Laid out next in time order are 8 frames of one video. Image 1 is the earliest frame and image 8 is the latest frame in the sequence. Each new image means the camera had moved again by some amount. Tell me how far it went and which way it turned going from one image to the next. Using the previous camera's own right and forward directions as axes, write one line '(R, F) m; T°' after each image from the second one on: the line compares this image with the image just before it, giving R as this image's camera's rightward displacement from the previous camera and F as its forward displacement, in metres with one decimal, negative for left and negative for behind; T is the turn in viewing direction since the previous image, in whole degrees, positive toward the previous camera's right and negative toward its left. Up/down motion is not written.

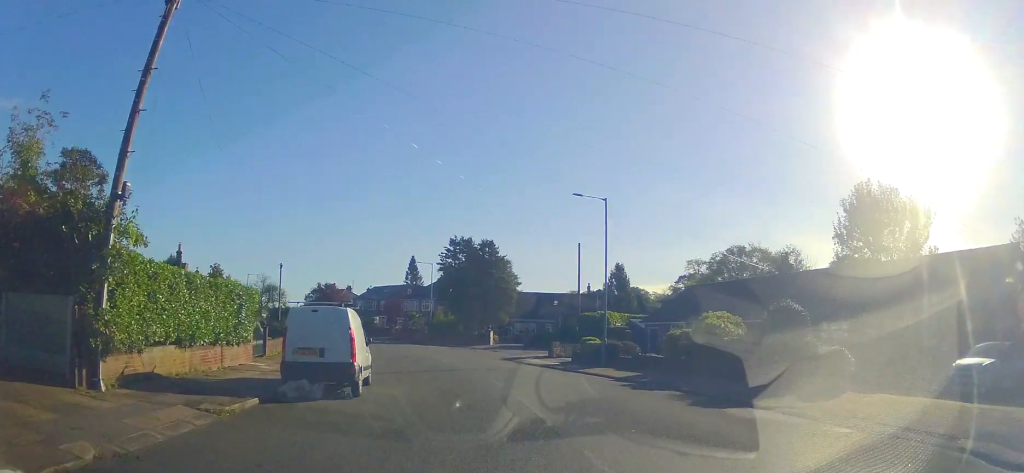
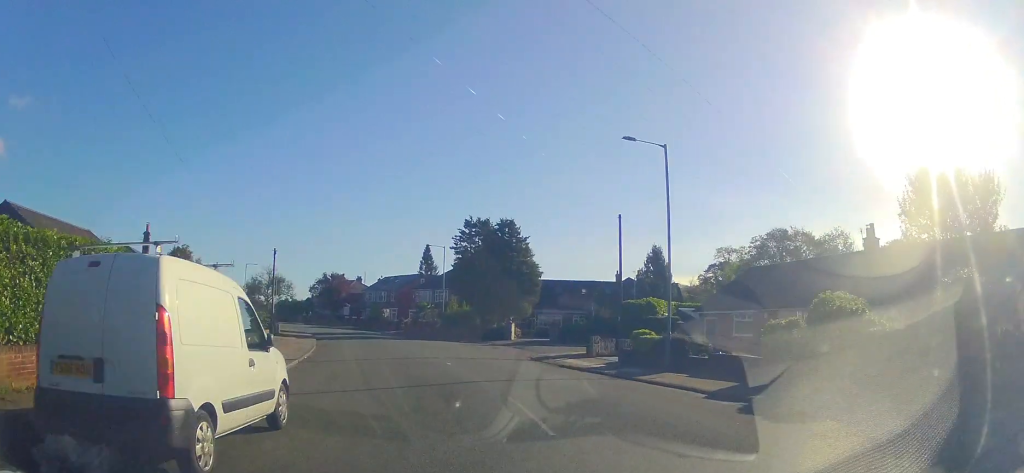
(-0.2, +7.5) m; -4°
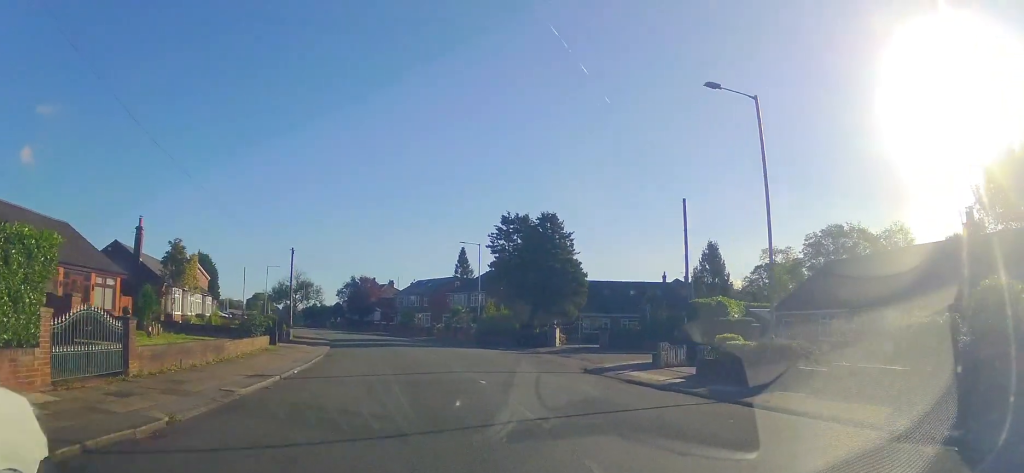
(-0.1, +5.4) m; -3°
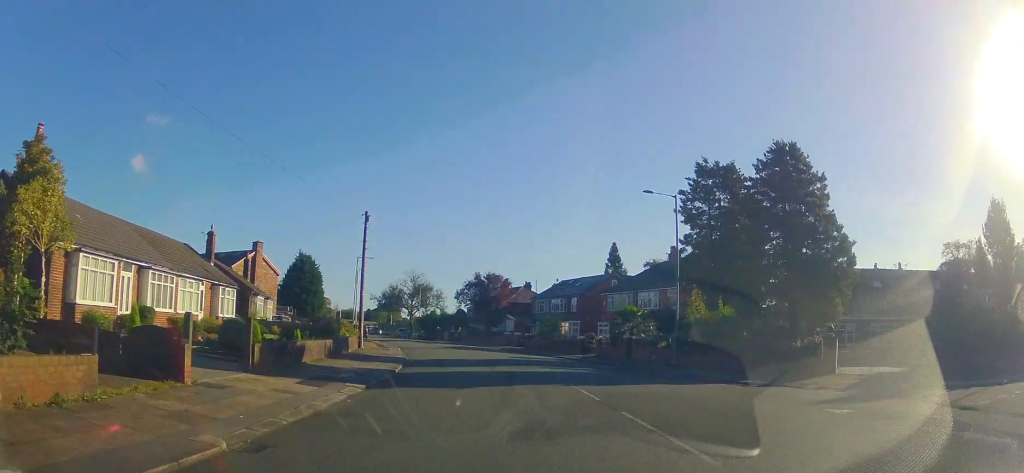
(-2.3, +19.6) m; -11°
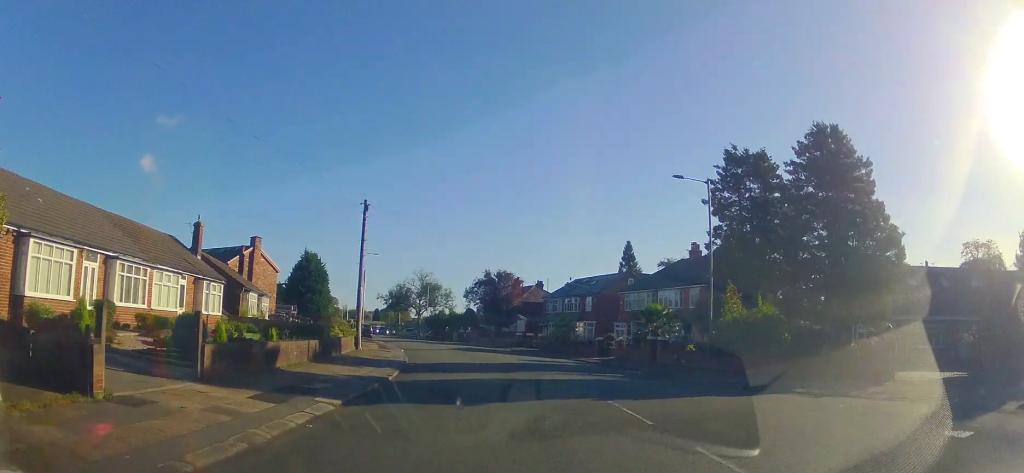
(0.0, +3.0) m; 0°
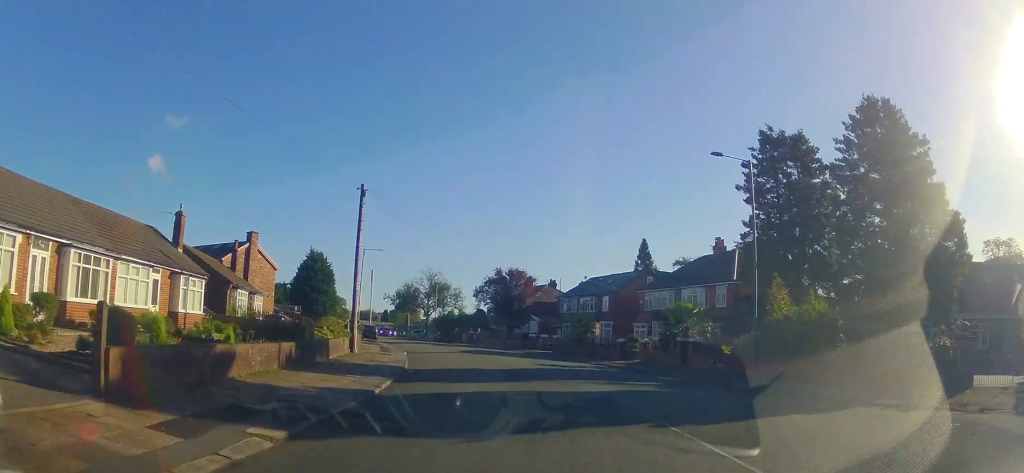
(0.0, +3.3) m; 0°
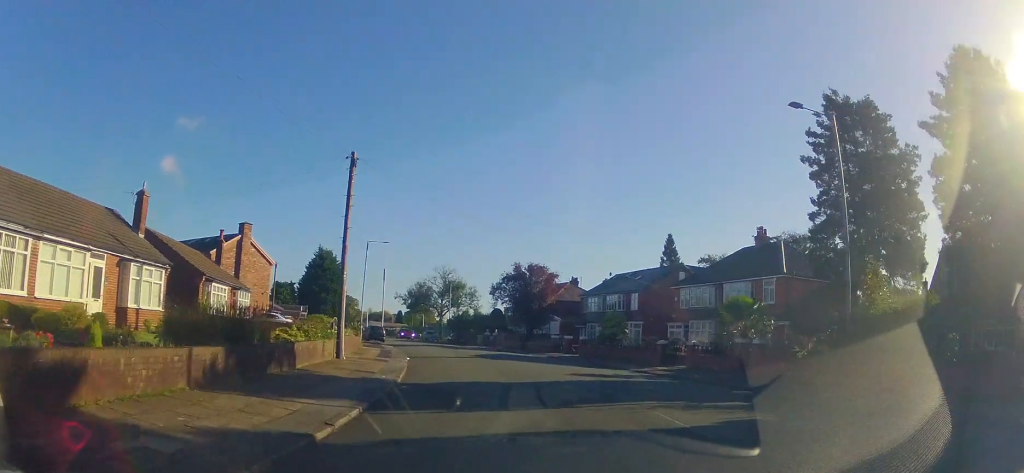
(0.0, +5.2) m; -1°
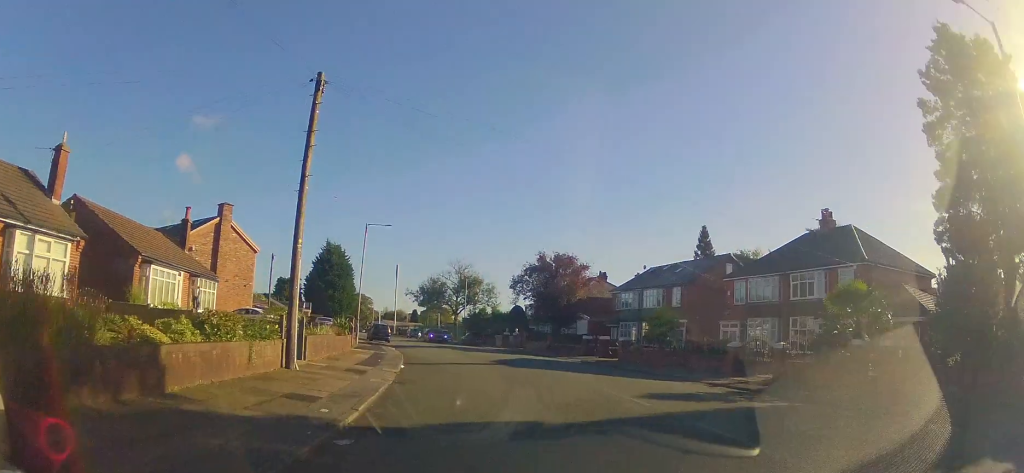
(-0.1, +7.1) m; -3°
